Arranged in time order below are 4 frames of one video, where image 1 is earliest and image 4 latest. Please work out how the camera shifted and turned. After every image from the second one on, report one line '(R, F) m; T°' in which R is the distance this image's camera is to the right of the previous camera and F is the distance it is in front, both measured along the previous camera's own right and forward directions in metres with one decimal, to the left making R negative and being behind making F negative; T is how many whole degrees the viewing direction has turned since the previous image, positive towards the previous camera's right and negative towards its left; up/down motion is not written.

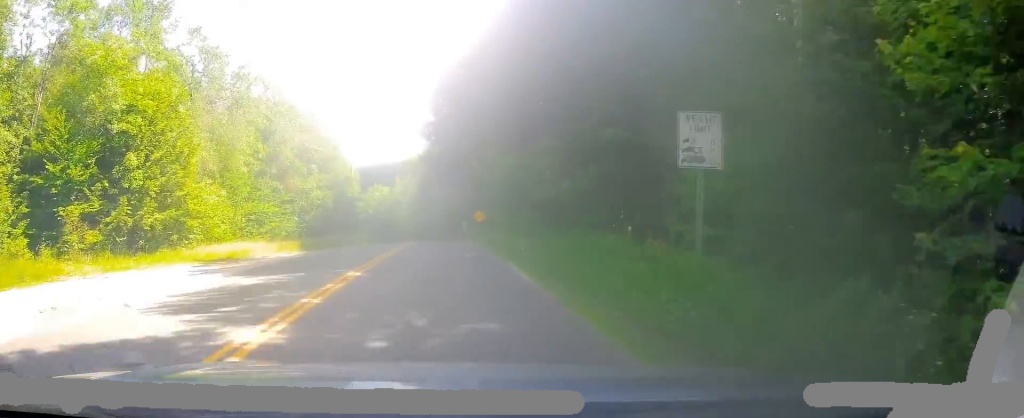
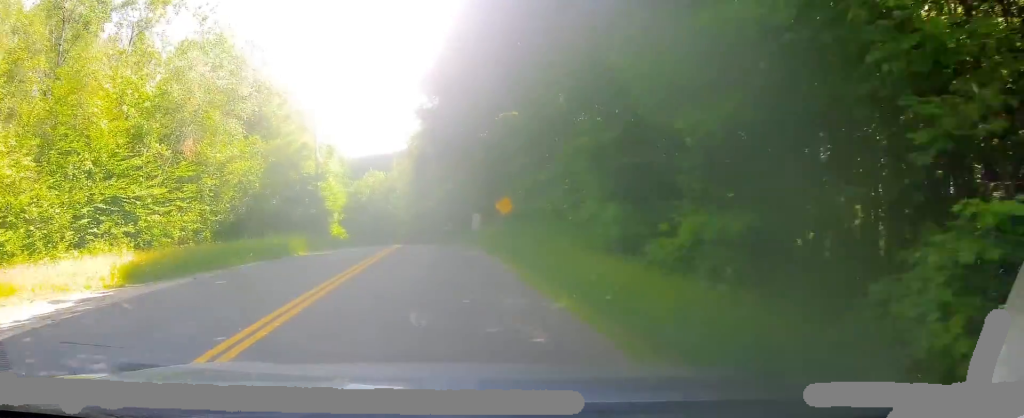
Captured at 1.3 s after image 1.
(+0.6, +21.2) m; +3°
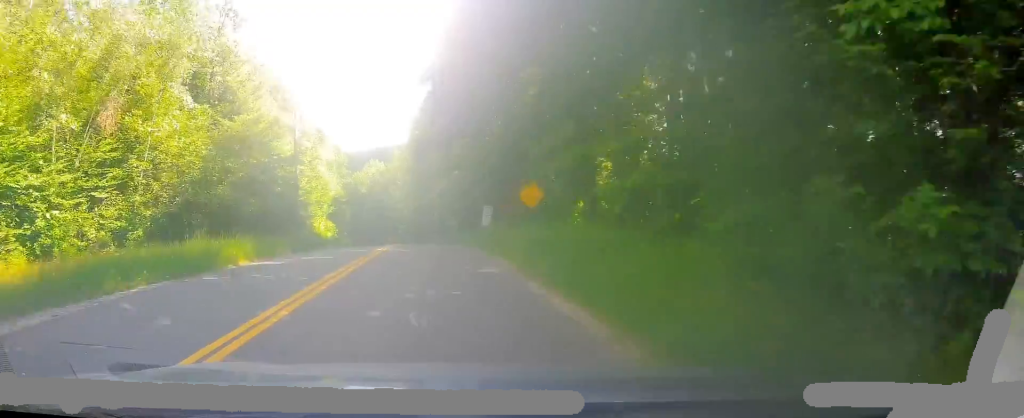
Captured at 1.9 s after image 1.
(+0.2, +8.4) m; +1°
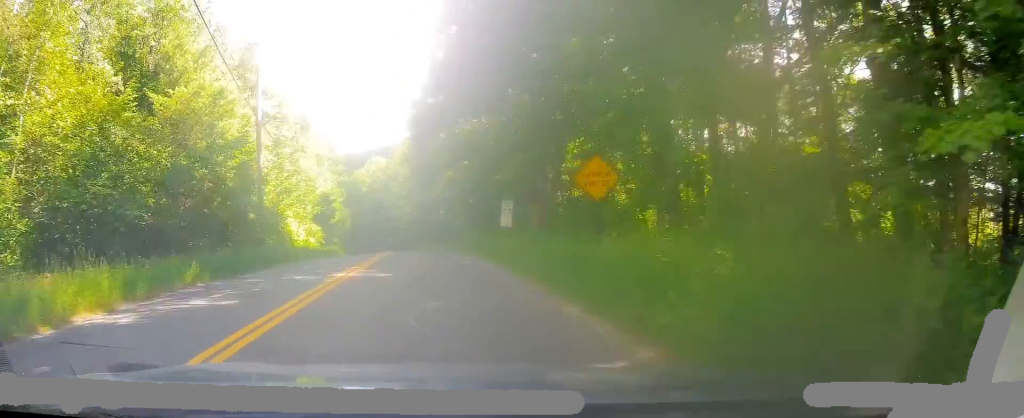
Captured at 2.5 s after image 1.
(-0.1, +9.5) m; 0°
